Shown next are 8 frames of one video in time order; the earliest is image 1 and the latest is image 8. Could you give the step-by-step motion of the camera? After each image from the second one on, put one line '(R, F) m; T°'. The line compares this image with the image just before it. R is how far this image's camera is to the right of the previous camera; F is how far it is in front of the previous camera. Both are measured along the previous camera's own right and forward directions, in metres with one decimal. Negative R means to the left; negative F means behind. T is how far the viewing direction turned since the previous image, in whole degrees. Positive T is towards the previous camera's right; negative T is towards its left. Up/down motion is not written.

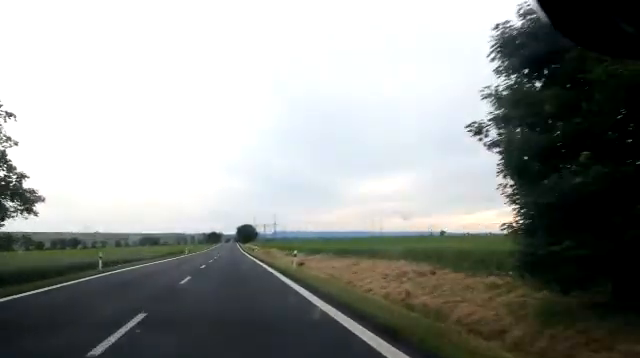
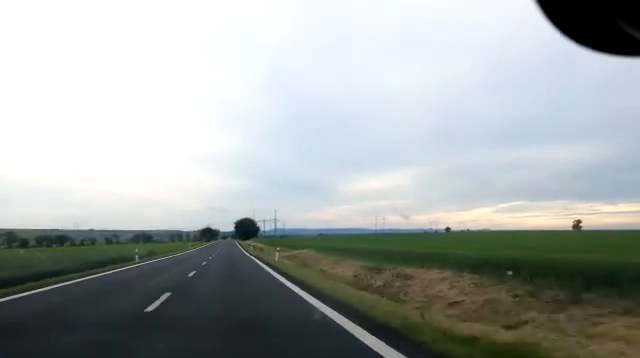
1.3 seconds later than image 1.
(-0.3, +31.4) m; 0°
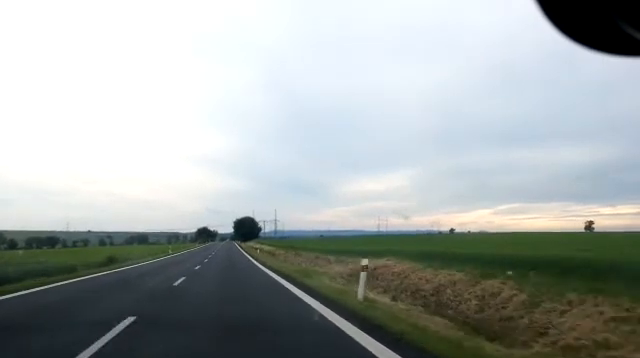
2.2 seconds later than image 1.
(0.0, +21.3) m; 0°
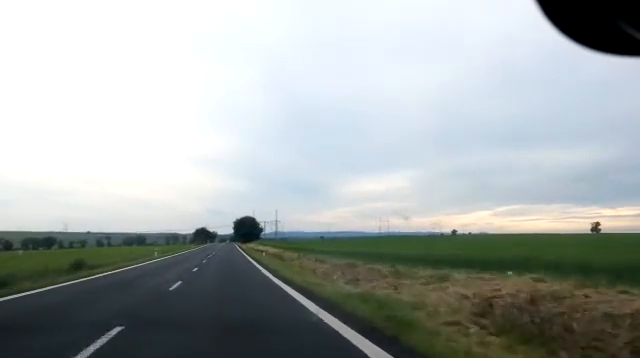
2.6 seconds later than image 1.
(+0.1, +9.5) m; 0°
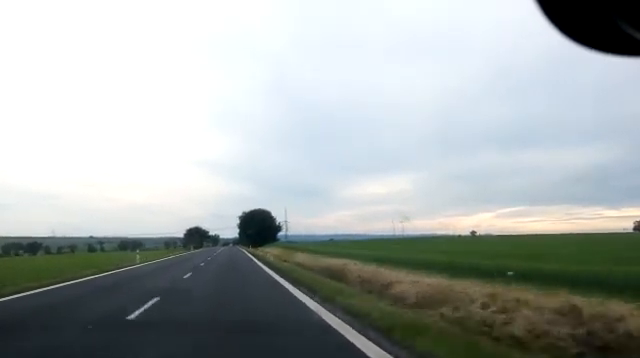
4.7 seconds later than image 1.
(0.0, +48.9) m; 0°
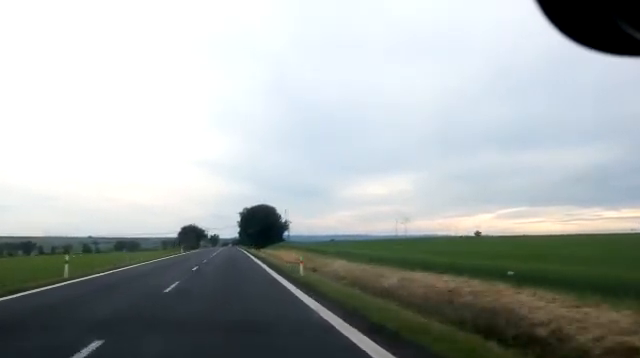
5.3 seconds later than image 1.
(0.0, +13.5) m; 0°
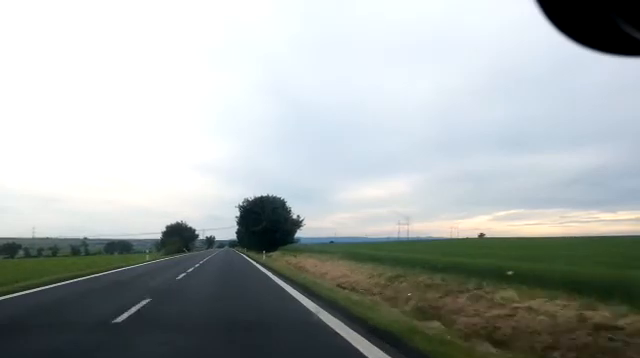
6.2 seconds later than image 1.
(-0.1, +22.1) m; +1°
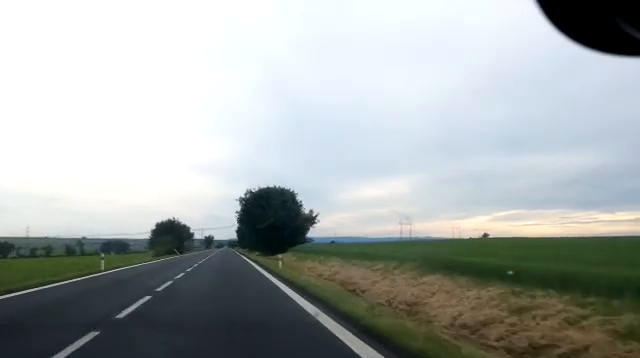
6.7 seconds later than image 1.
(+0.3, +12.6) m; 0°
